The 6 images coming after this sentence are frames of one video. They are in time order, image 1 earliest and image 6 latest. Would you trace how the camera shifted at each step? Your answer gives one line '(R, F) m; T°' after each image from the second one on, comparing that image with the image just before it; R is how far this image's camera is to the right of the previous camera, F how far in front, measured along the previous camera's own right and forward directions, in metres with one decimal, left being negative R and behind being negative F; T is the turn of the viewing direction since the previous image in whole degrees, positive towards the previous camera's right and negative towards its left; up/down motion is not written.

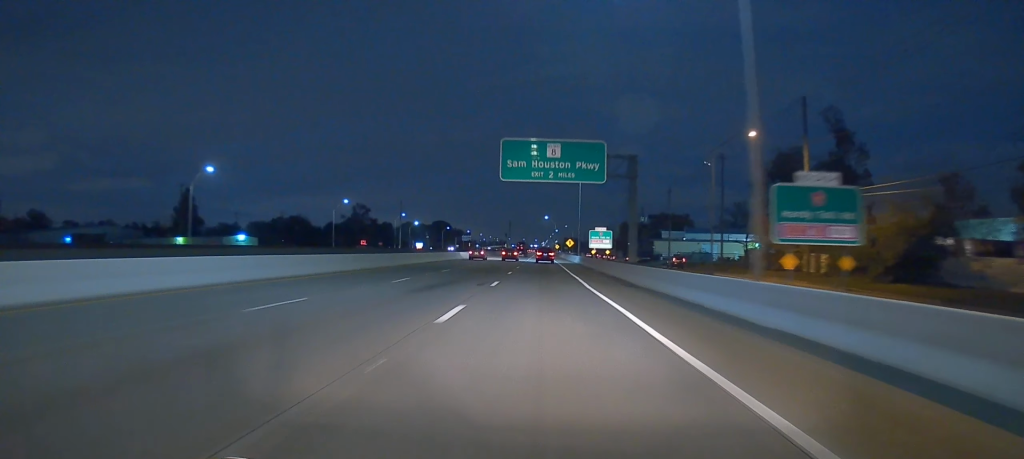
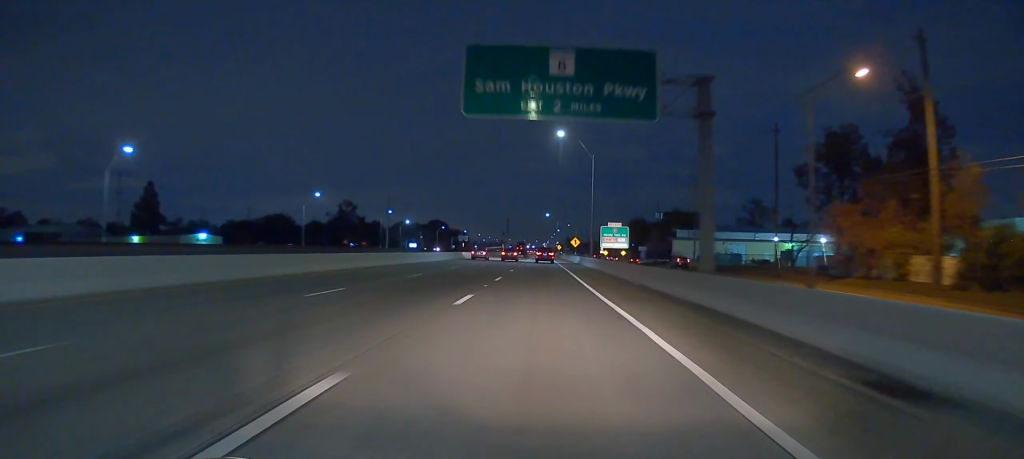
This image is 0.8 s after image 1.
(+0.6, +21.1) m; 0°
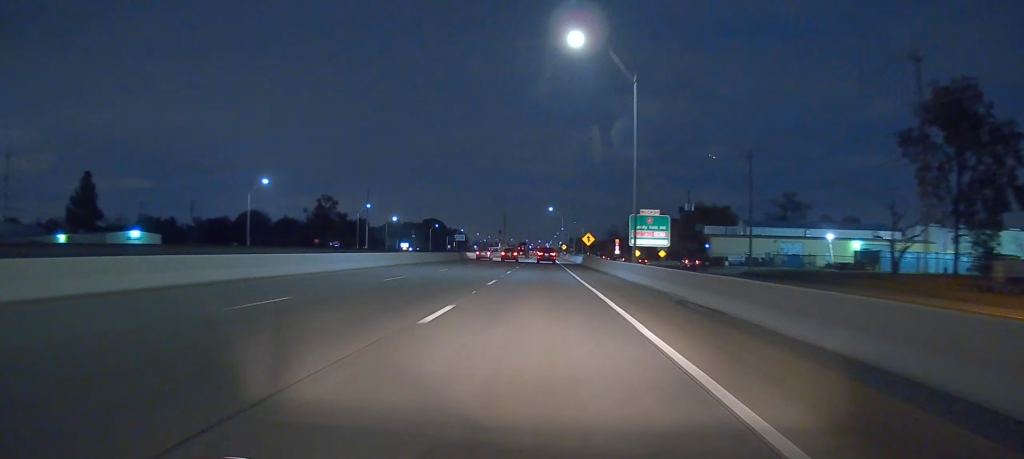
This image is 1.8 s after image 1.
(-0.7, +28.5) m; 0°
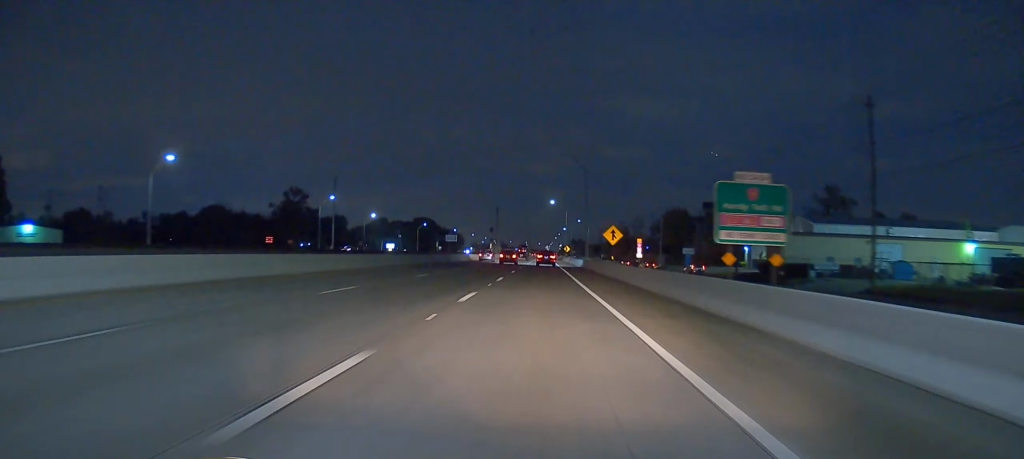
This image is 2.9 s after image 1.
(+0.5, +31.1) m; 0°
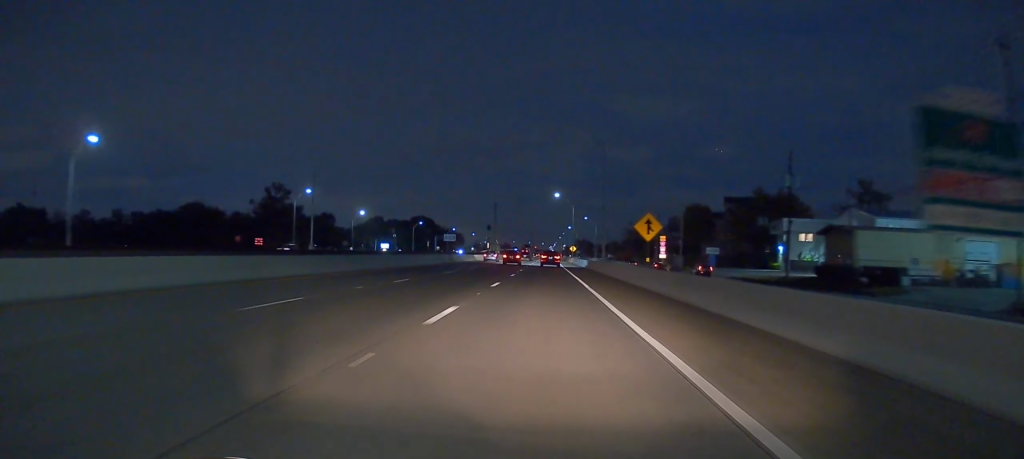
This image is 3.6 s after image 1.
(-0.4, +17.4) m; -1°
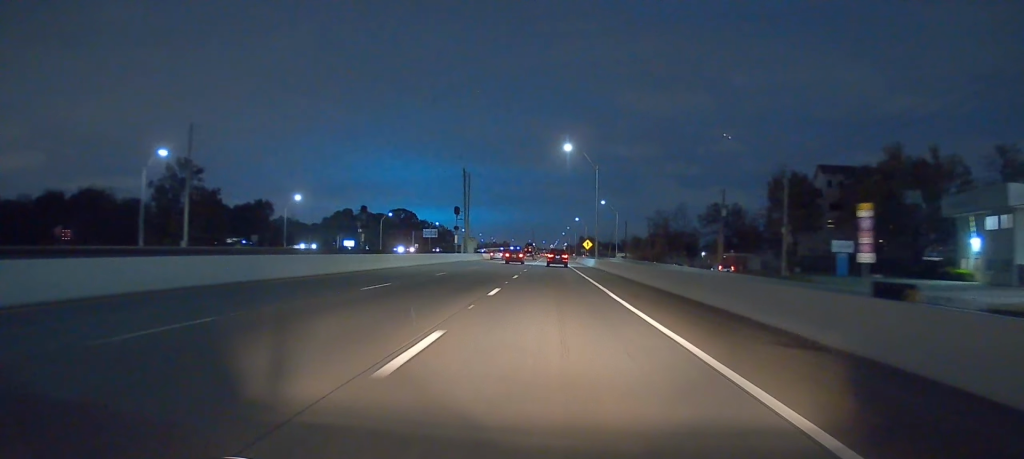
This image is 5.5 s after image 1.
(-0.3, +54.2) m; 0°
